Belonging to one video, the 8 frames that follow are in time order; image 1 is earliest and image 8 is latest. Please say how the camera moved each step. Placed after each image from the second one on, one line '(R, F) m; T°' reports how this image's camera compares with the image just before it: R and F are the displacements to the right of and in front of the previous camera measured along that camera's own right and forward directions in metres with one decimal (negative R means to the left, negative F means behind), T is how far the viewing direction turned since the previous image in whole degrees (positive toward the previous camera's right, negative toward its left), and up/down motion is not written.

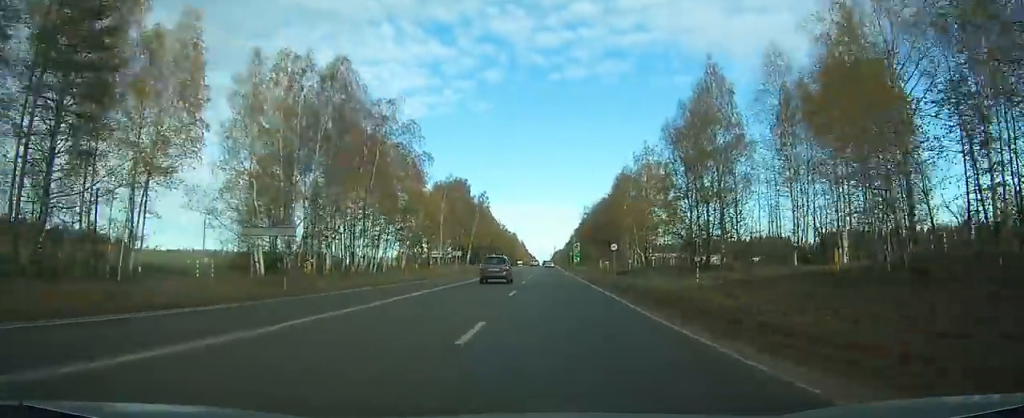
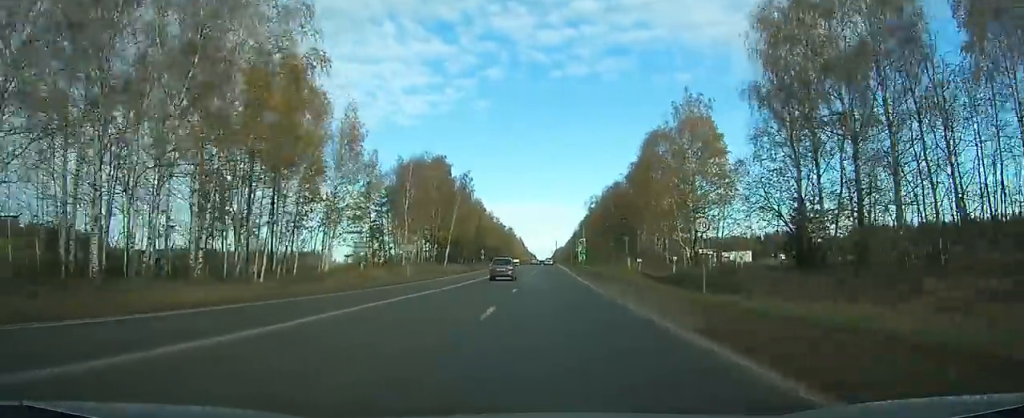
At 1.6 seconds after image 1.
(+0.2, +33.5) m; 0°
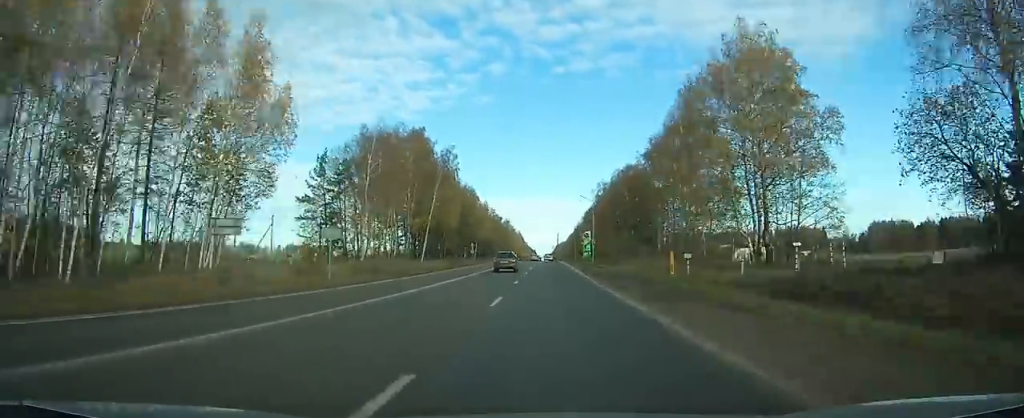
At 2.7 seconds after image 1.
(0.0, +22.3) m; 0°
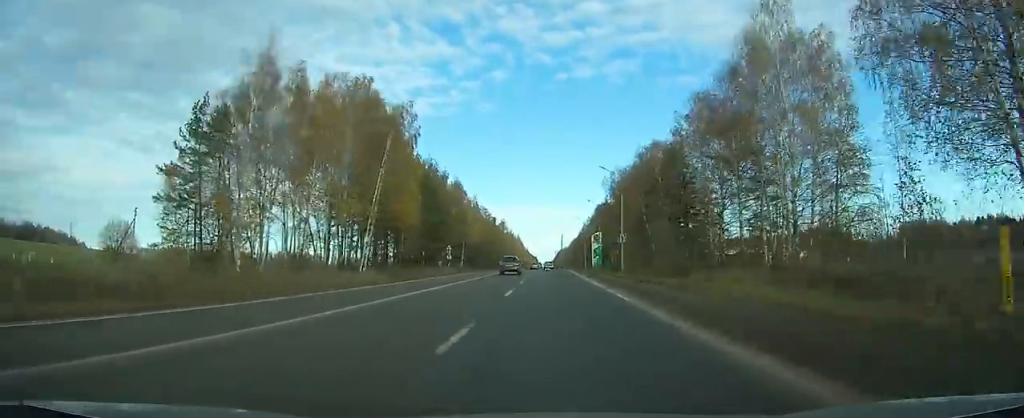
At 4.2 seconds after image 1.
(-0.1, +32.0) m; 0°
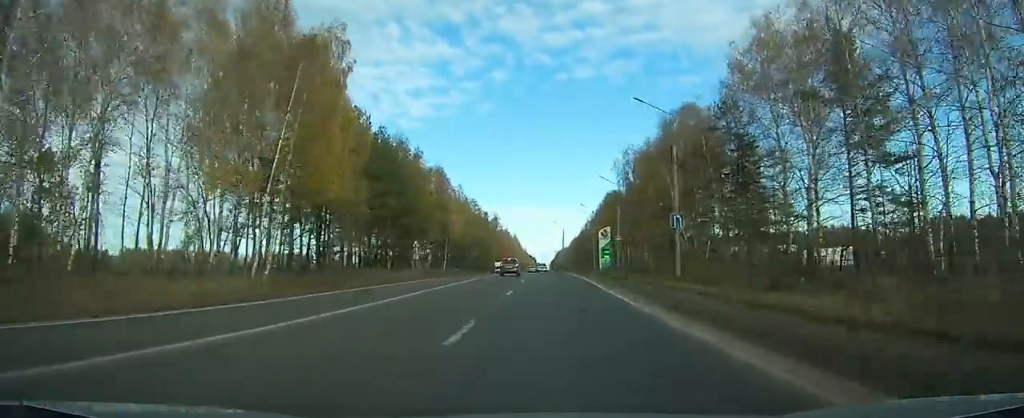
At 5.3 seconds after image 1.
(0.0, +23.5) m; 0°
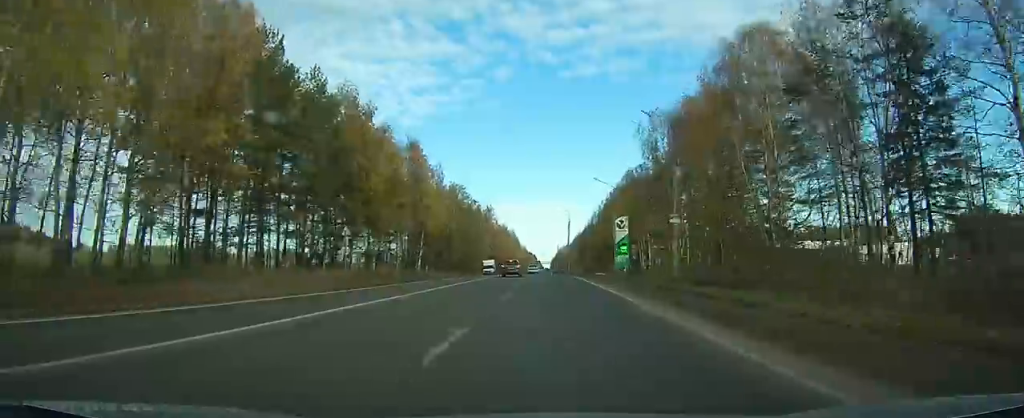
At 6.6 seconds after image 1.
(0.0, +26.1) m; 0°
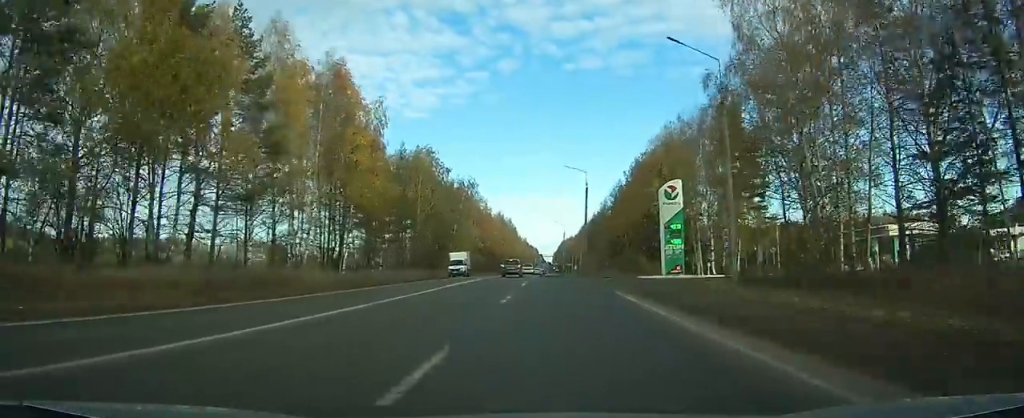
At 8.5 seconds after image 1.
(-0.2, +39.2) m; -1°
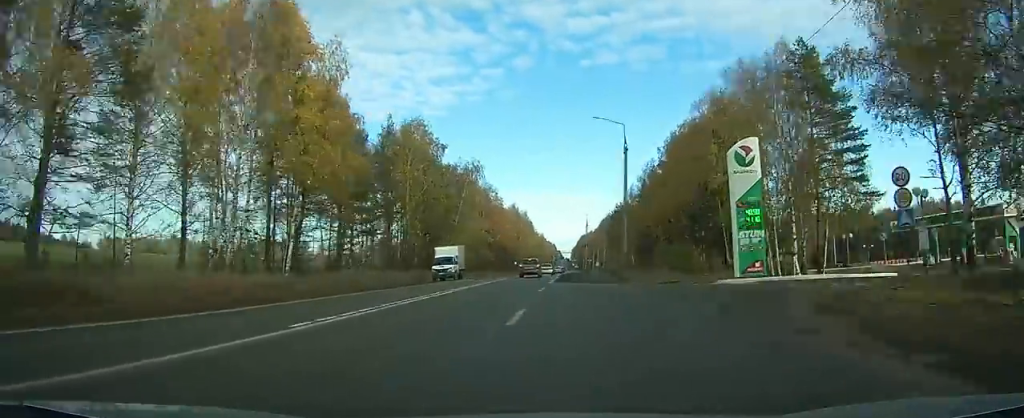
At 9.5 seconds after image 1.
(0.0, +18.6) m; -1°
